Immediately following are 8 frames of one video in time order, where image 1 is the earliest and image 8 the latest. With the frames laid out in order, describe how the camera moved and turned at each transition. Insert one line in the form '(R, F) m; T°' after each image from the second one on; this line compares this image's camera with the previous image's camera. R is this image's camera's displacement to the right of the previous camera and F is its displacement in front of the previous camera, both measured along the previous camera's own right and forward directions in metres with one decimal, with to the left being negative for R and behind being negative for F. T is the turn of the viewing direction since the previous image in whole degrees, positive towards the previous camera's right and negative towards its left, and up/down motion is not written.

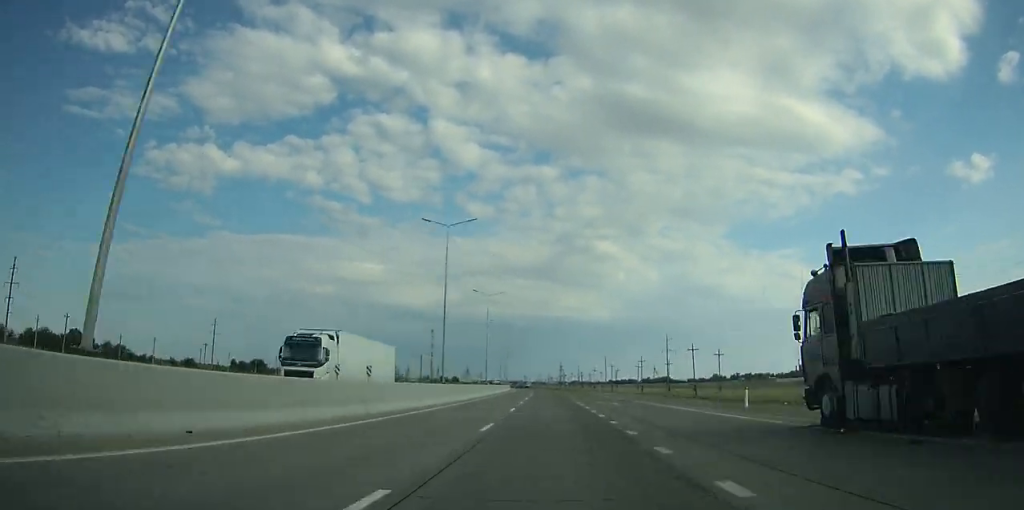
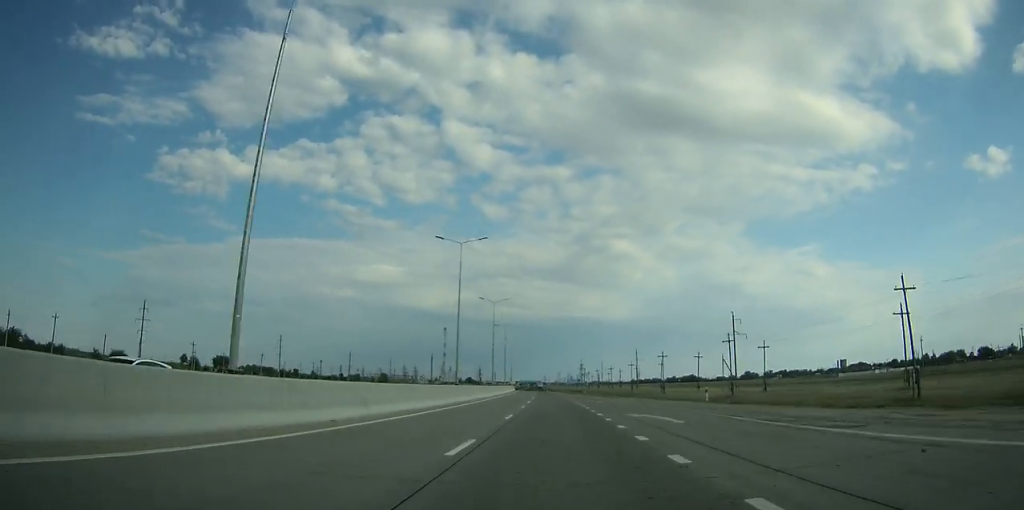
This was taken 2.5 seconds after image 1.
(-0.7, +64.2) m; -1°
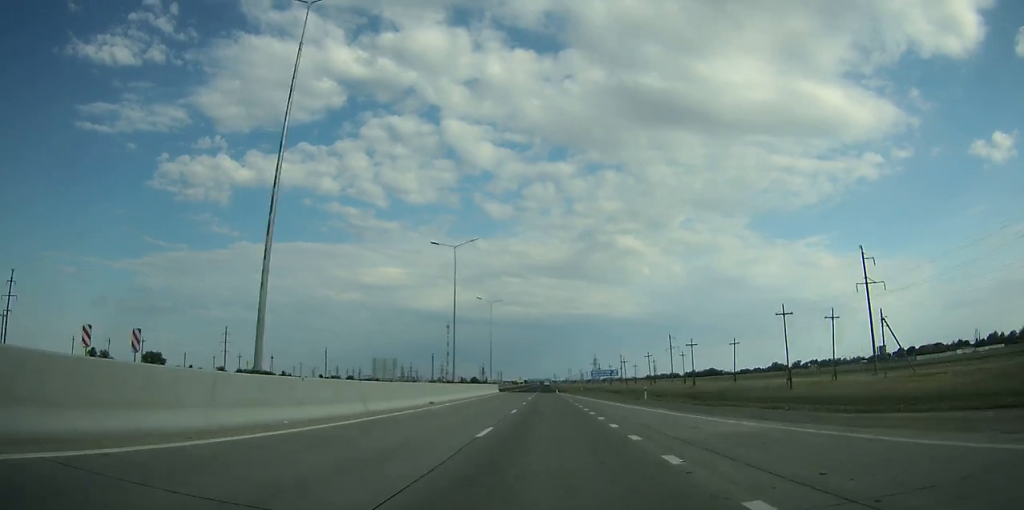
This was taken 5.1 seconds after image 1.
(-0.6, +70.2) m; -1°
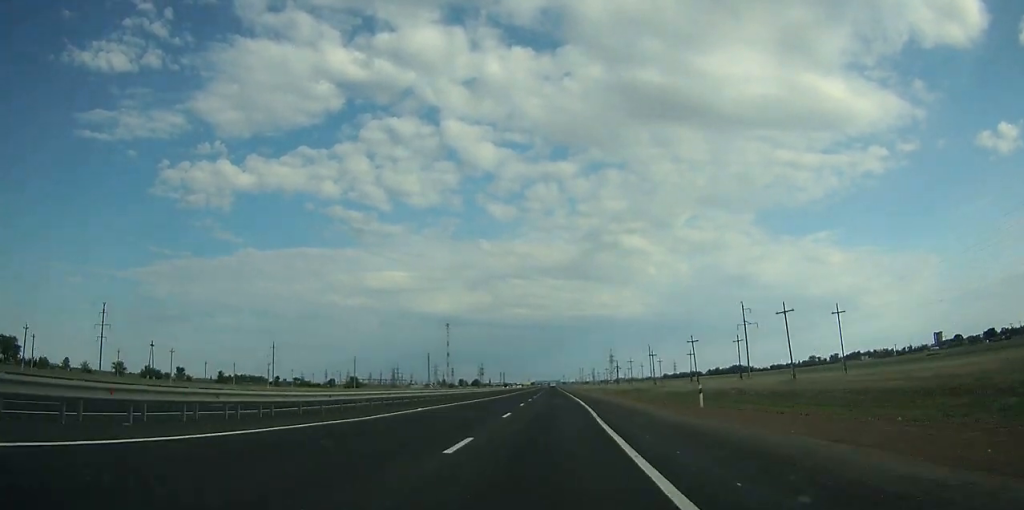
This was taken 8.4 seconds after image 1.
(-0.8, +89.9) m; -1°
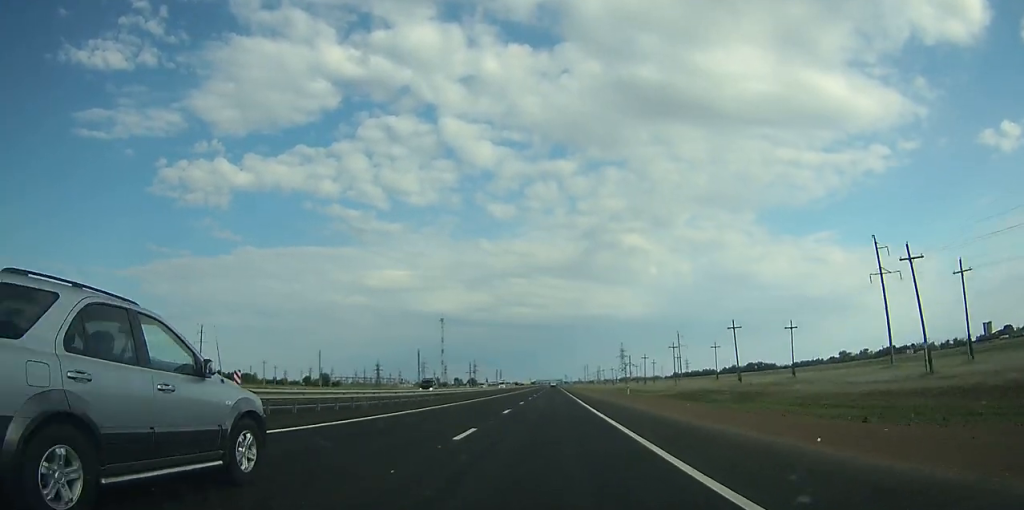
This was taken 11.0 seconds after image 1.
(-0.3, +70.4) m; 0°
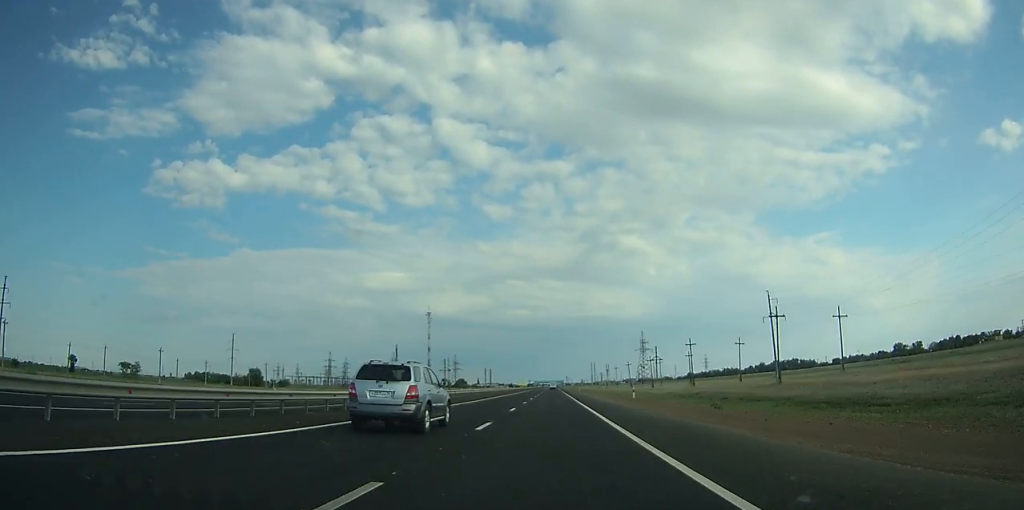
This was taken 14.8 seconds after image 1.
(-0.2, +102.9) m; 0°
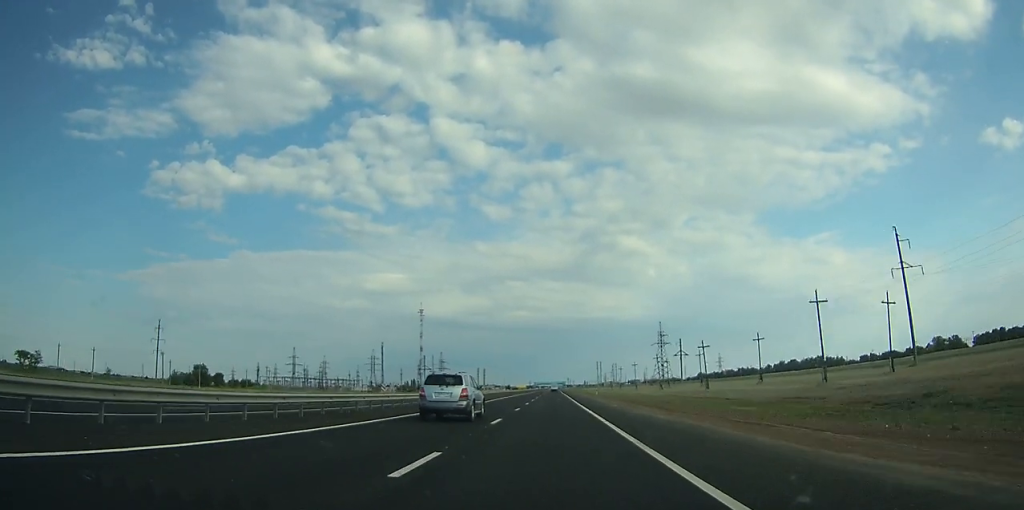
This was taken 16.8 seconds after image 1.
(+0.1, +55.0) m; 0°
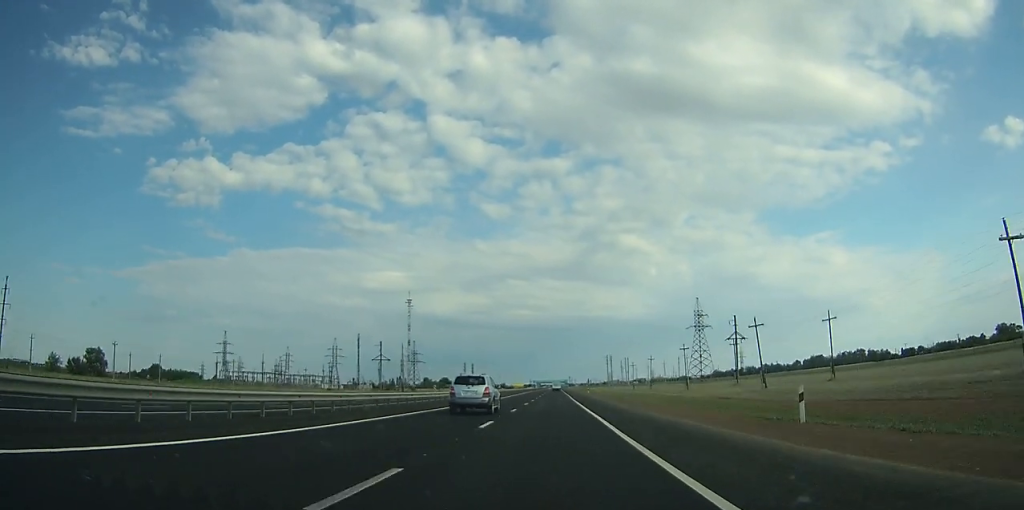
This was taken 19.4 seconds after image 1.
(+0.1, +76.5) m; 0°
